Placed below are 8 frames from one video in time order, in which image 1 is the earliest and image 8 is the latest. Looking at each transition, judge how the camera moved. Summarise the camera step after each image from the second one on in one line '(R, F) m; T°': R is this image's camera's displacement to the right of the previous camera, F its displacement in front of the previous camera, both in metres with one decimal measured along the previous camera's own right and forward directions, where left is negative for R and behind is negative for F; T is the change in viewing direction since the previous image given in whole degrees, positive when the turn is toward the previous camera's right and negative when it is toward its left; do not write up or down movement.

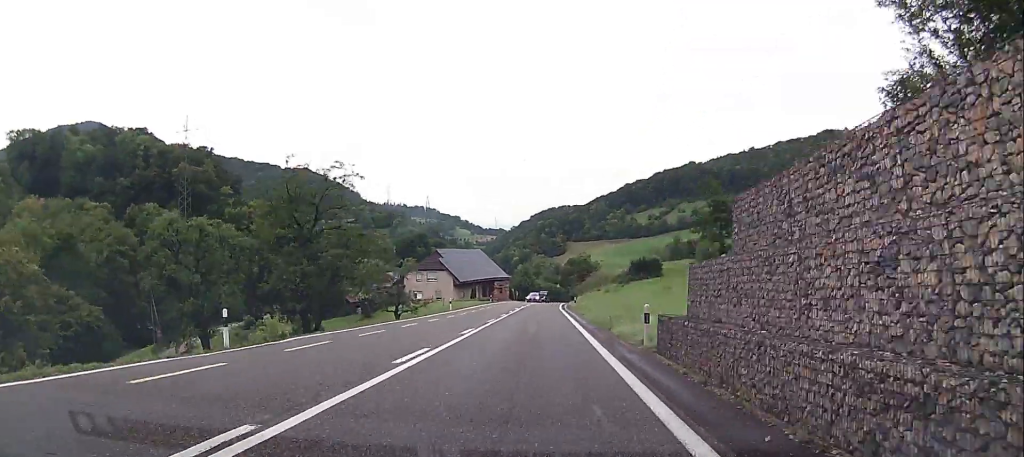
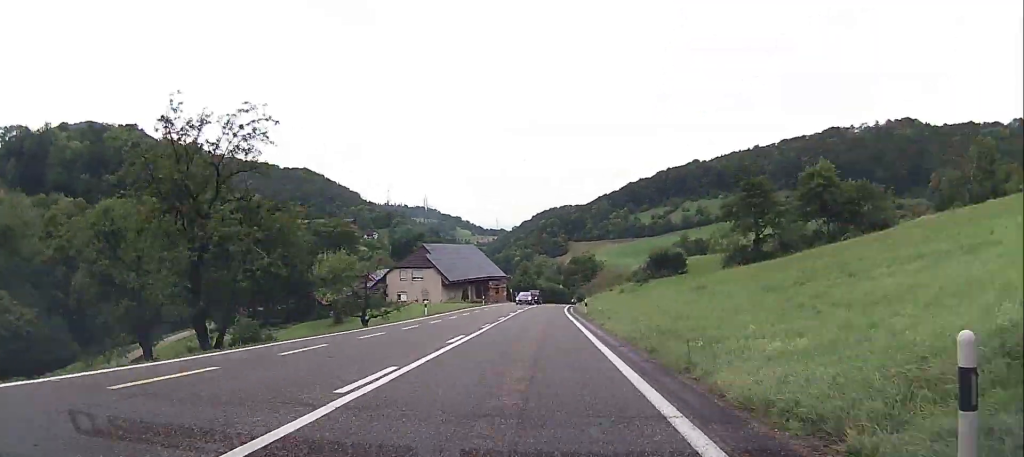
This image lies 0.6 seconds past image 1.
(0.0, +12.3) m; 0°
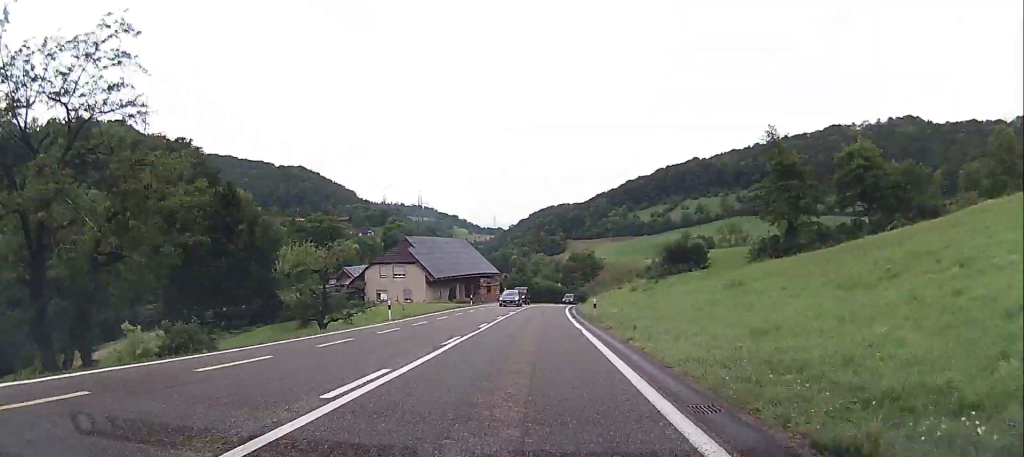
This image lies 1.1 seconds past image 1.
(0.0, +9.6) m; 0°
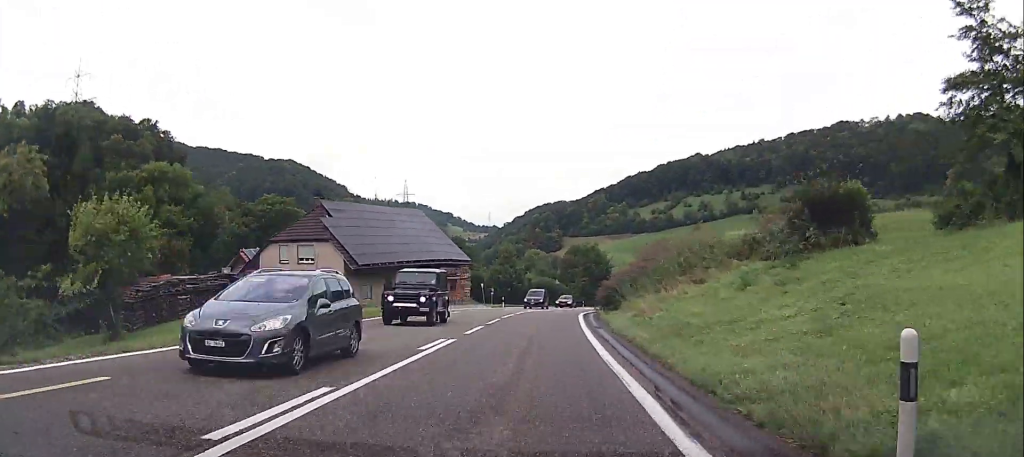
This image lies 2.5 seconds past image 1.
(-0.1, +30.1) m; 0°
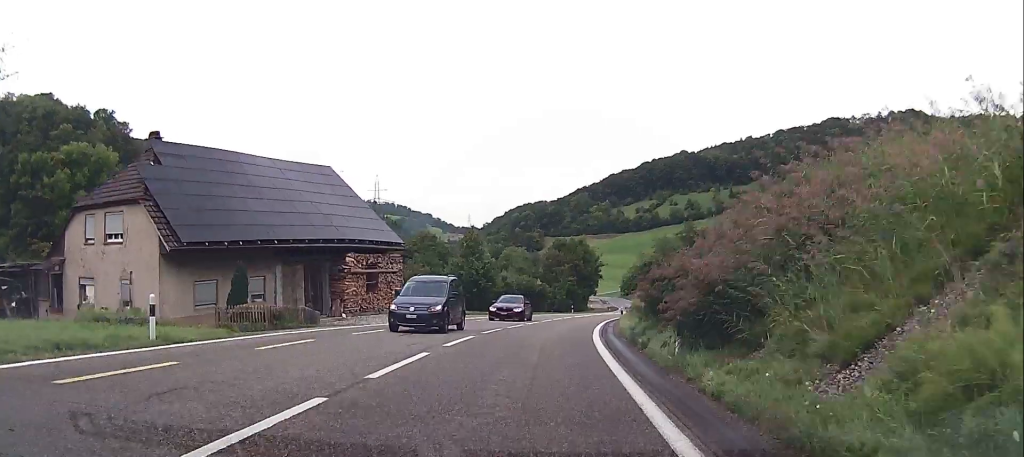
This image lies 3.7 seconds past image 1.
(+0.1, +23.3) m; +1°
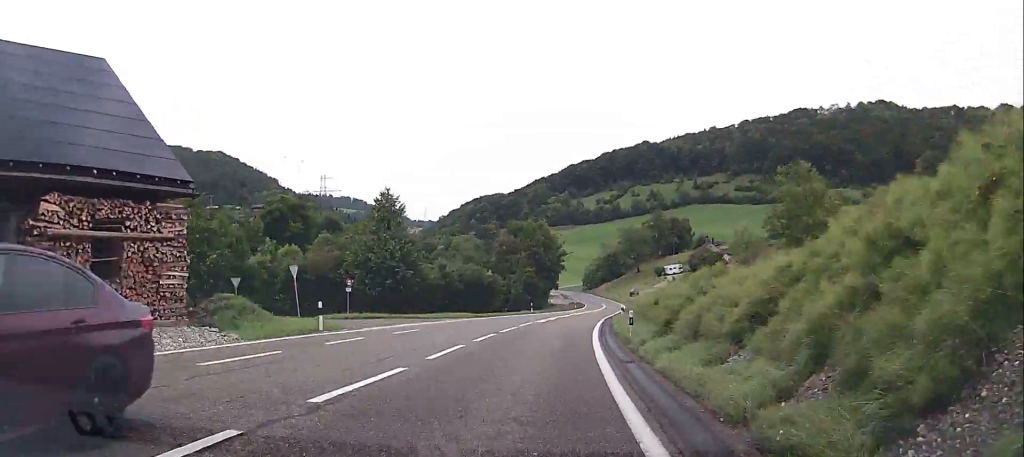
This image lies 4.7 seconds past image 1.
(+0.4, +21.2) m; +2°
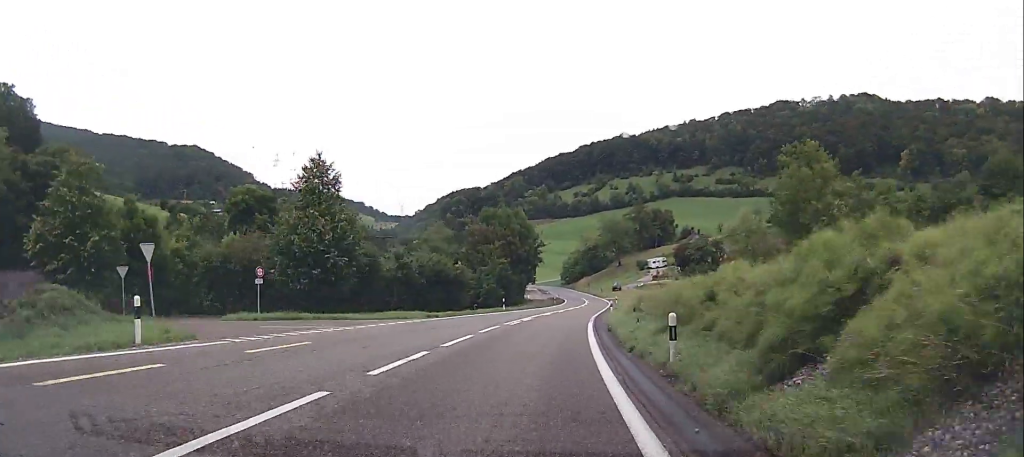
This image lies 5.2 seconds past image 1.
(+0.1, +10.2) m; +1°
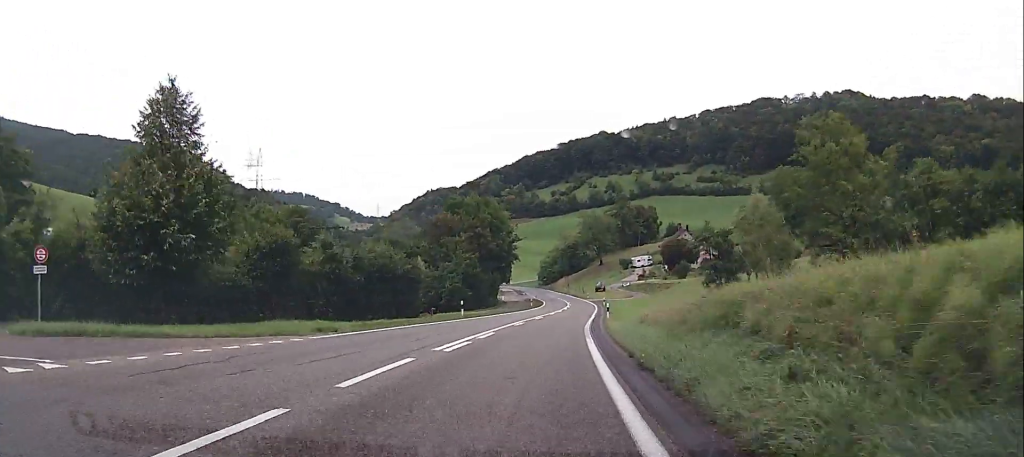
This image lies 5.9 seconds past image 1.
(0.0, +13.7) m; +2°
